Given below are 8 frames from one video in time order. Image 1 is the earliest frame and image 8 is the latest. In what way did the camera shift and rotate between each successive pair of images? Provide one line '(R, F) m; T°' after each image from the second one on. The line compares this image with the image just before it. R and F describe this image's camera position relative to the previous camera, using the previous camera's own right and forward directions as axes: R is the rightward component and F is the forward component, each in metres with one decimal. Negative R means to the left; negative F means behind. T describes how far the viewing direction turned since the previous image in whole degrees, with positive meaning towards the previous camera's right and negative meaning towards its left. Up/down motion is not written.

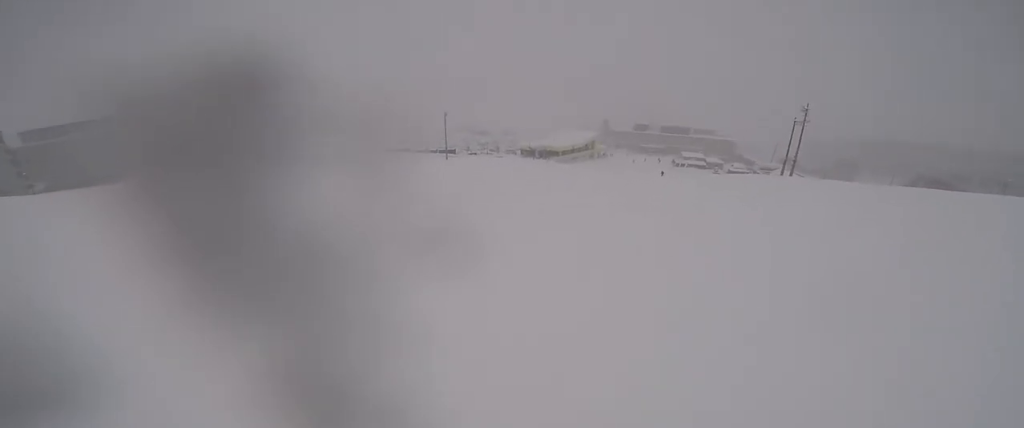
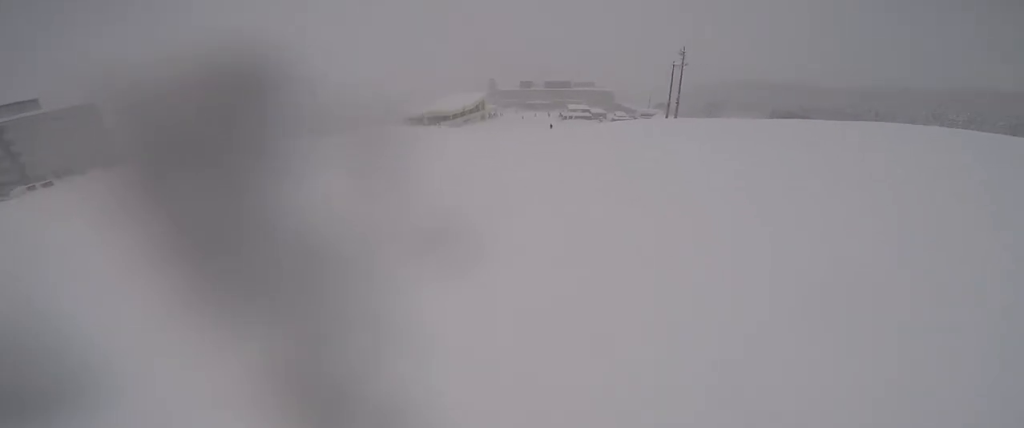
(-0.7, +3.5) m; +6°
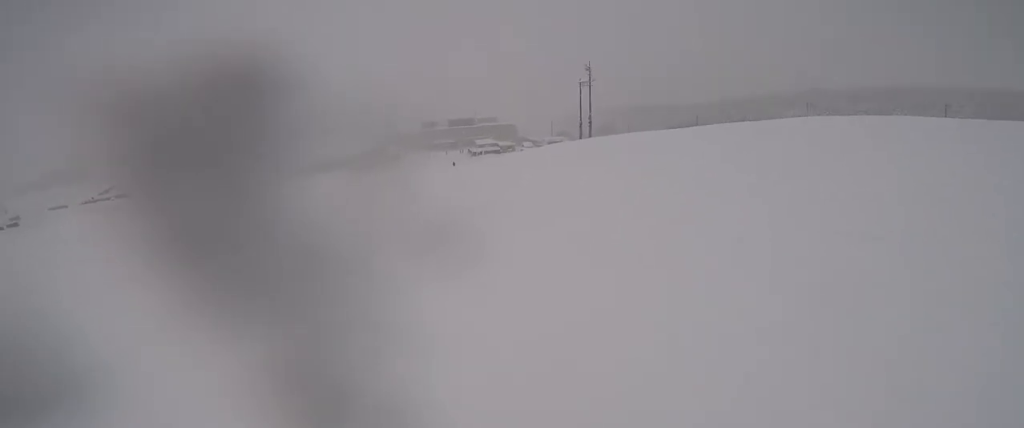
(+2.1, +8.2) m; +17°
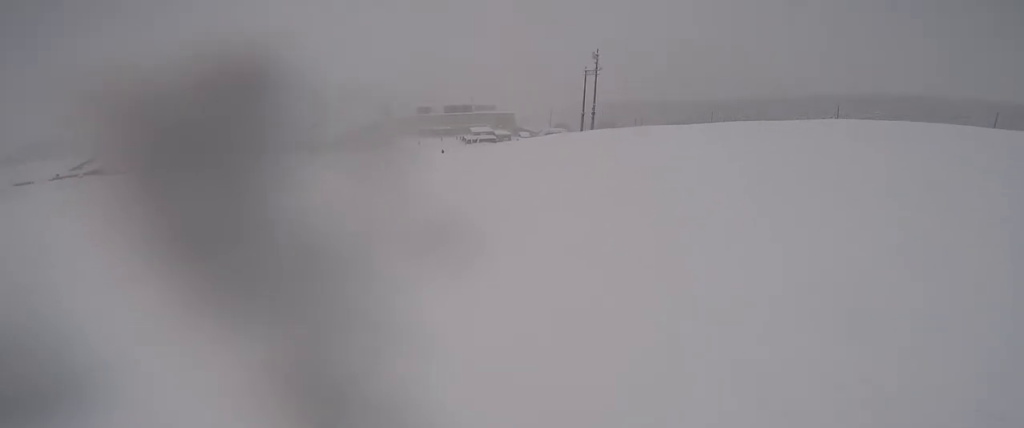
(+0.1, +4.0) m; +1°
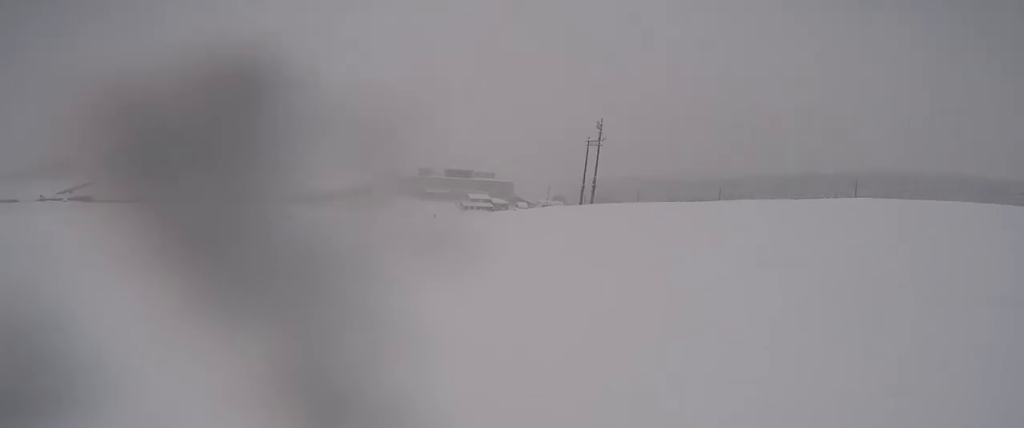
(0.0, +4.1) m; 0°
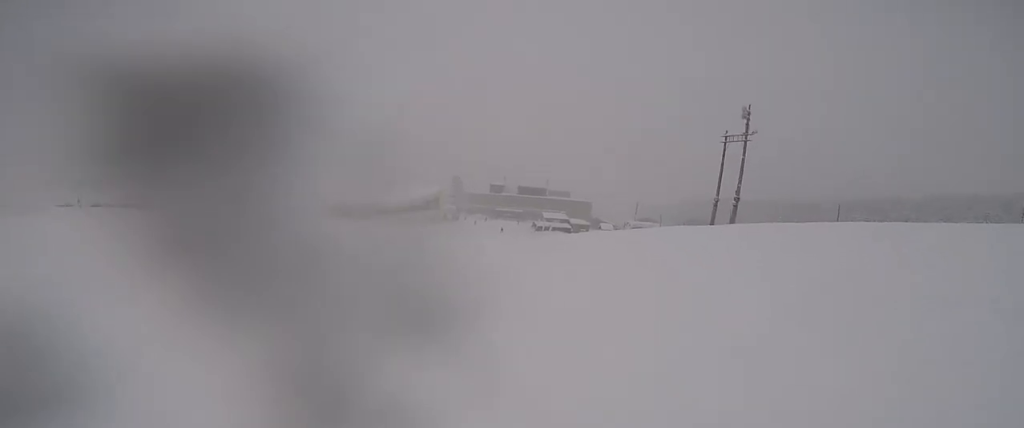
(-2.2, +17.6) m; -8°
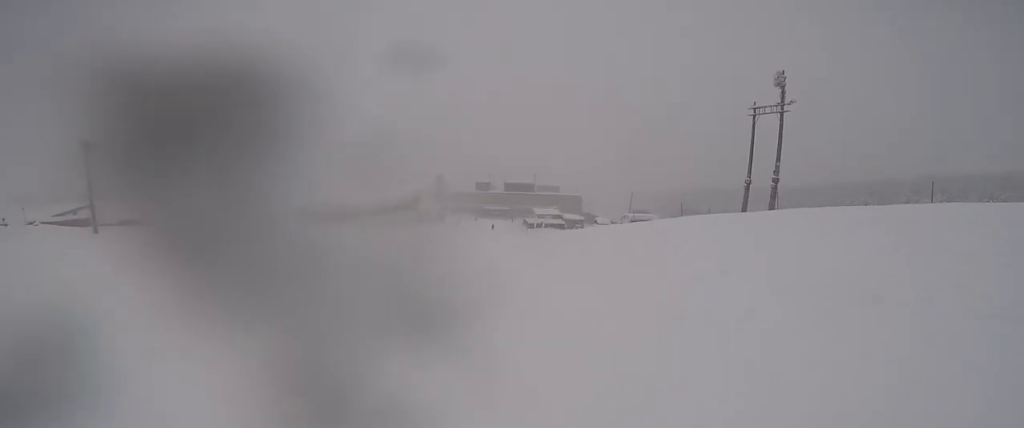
(+1.0, +8.1) m; 0°
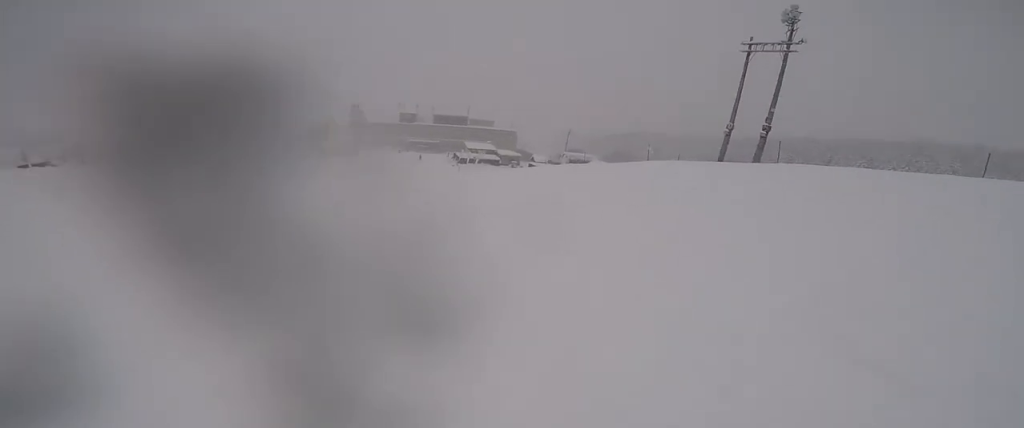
(-1.1, +8.4) m; 0°
